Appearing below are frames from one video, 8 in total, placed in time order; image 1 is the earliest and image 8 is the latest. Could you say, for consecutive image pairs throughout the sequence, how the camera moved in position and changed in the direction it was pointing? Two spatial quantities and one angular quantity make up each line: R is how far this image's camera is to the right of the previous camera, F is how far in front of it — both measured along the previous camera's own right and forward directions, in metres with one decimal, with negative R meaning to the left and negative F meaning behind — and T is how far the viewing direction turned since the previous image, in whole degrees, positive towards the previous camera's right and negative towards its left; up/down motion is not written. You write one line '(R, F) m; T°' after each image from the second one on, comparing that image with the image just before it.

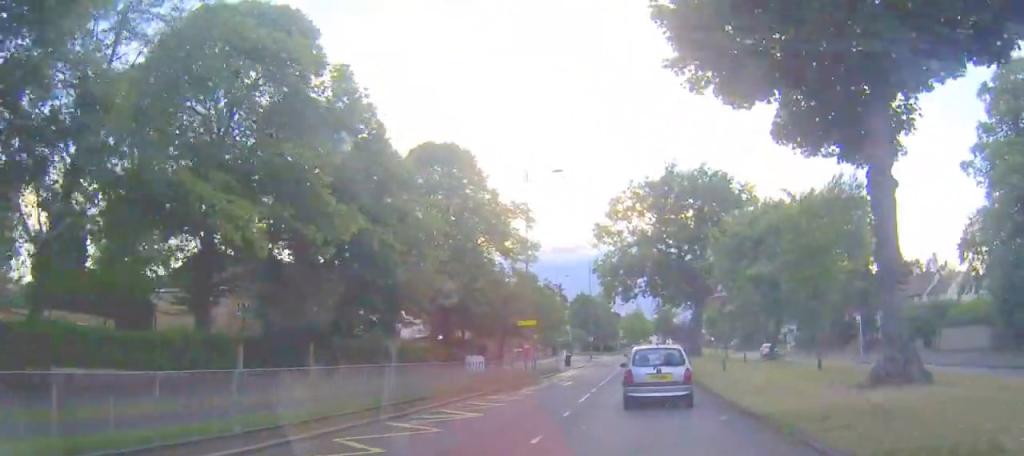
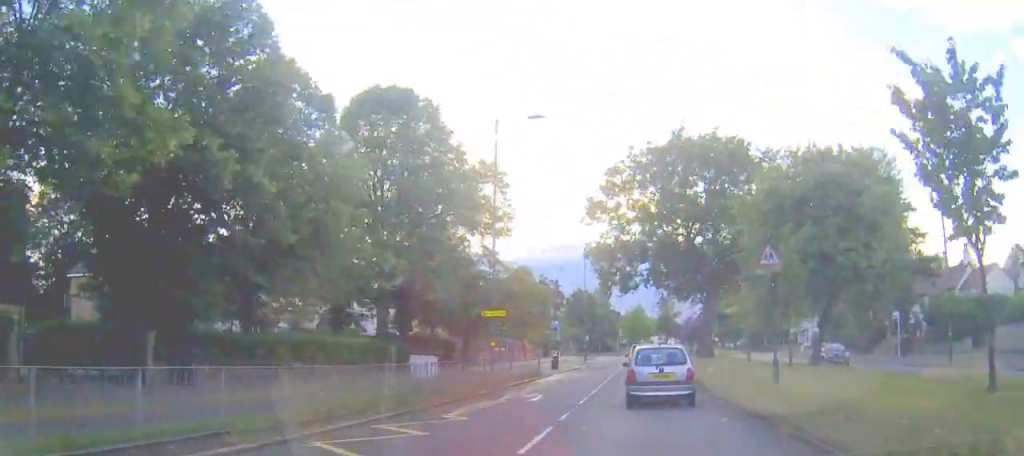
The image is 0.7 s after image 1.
(0.0, +10.5) m; 0°
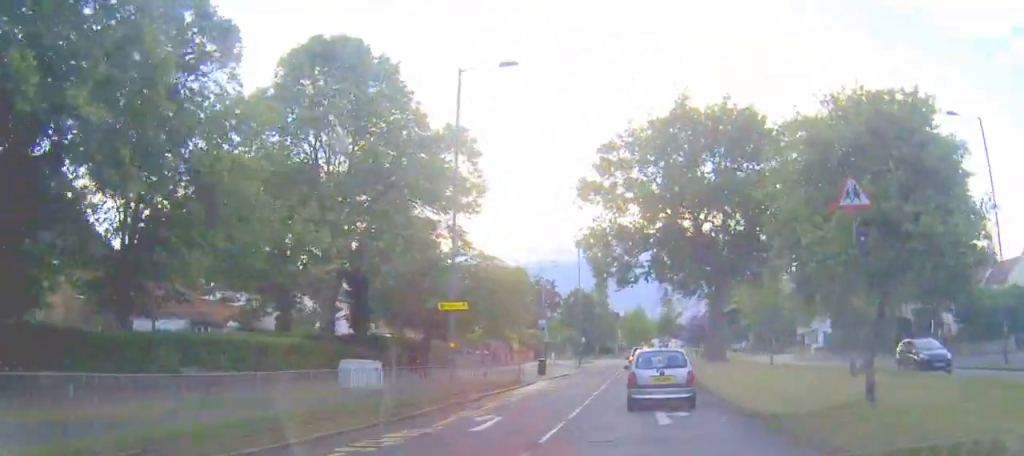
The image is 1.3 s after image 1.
(0.0, +7.5) m; 0°
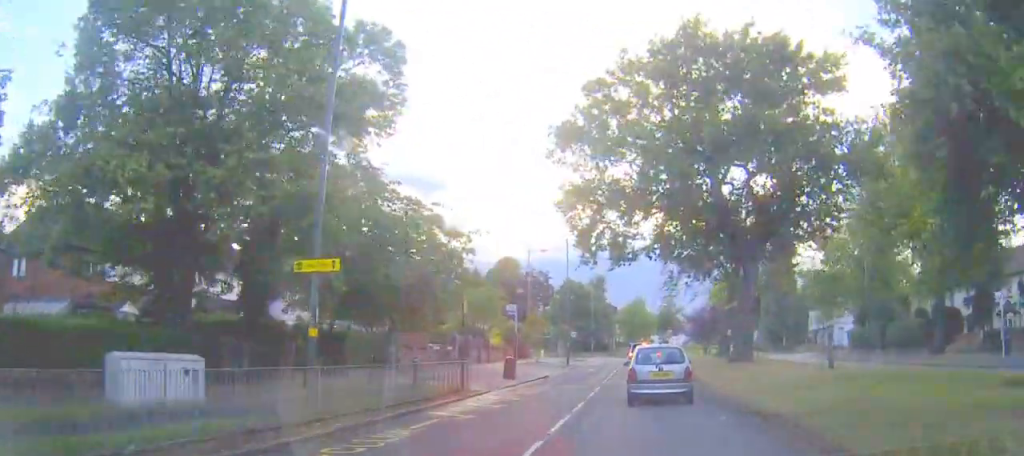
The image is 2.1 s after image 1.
(-0.1, +11.6) m; -1°
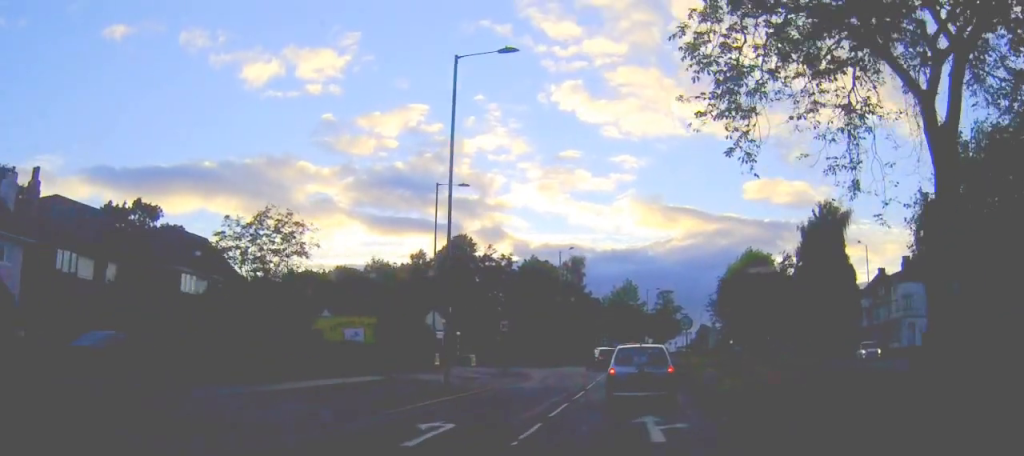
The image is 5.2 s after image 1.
(0.0, +36.5) m; 0°
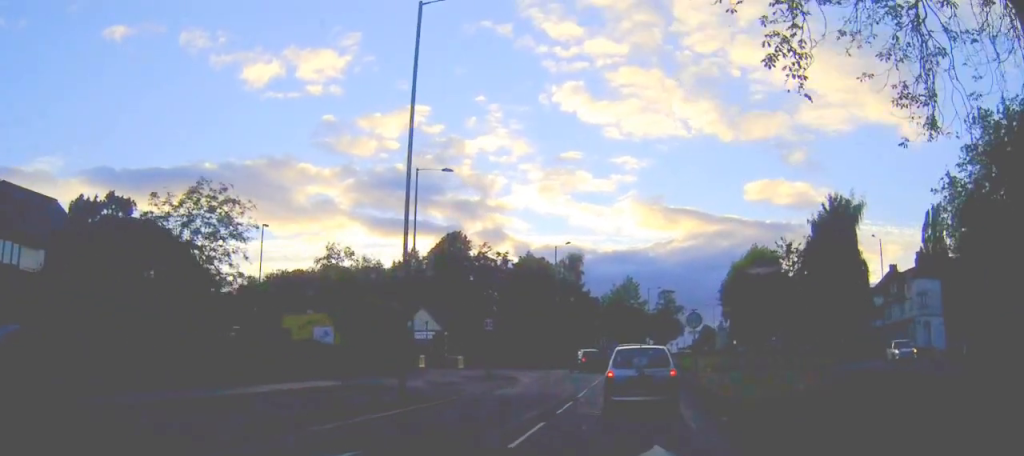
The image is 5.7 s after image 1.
(0.0, +4.6) m; 0°
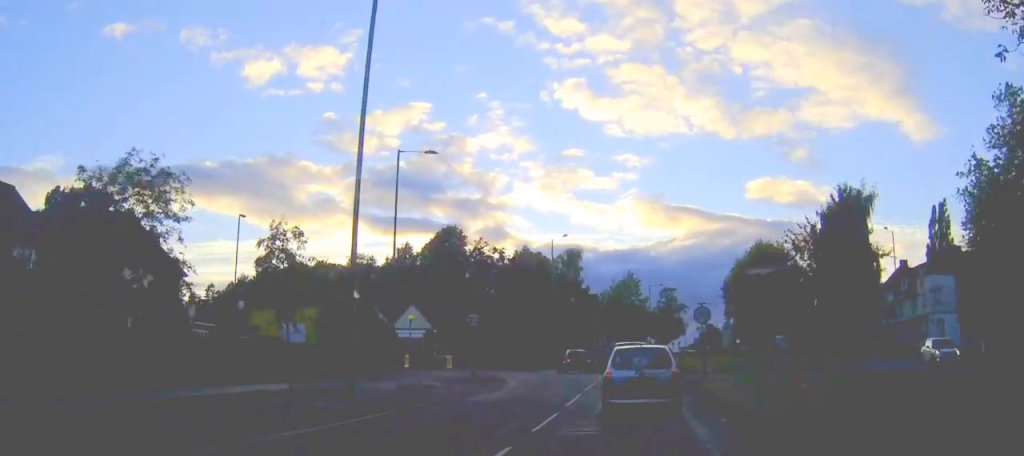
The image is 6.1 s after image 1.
(0.0, +4.0) m; 0°
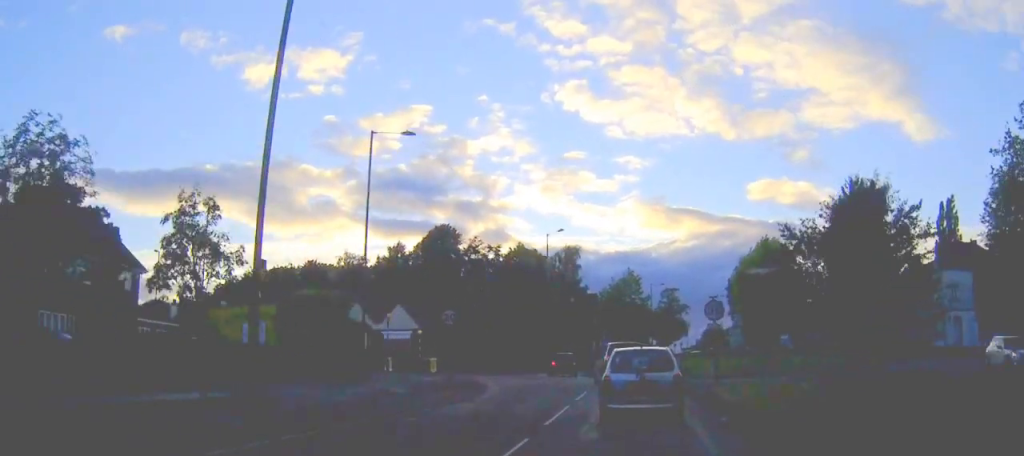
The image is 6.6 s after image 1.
(0.0, +4.5) m; 0°
